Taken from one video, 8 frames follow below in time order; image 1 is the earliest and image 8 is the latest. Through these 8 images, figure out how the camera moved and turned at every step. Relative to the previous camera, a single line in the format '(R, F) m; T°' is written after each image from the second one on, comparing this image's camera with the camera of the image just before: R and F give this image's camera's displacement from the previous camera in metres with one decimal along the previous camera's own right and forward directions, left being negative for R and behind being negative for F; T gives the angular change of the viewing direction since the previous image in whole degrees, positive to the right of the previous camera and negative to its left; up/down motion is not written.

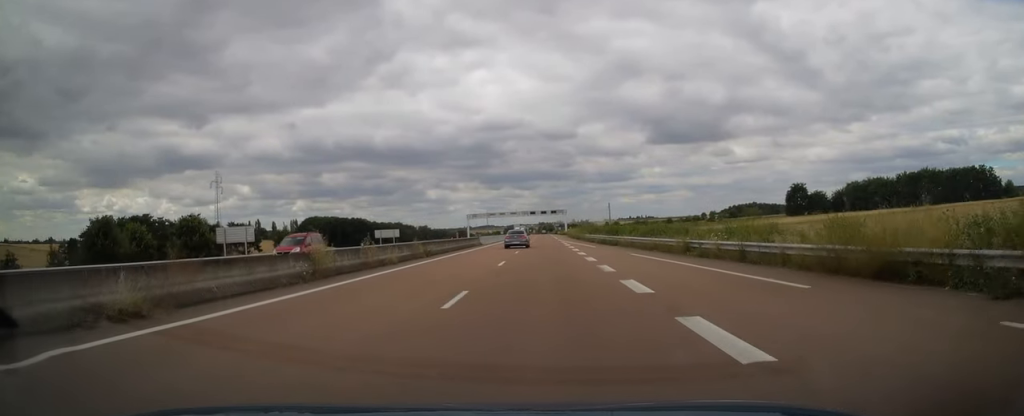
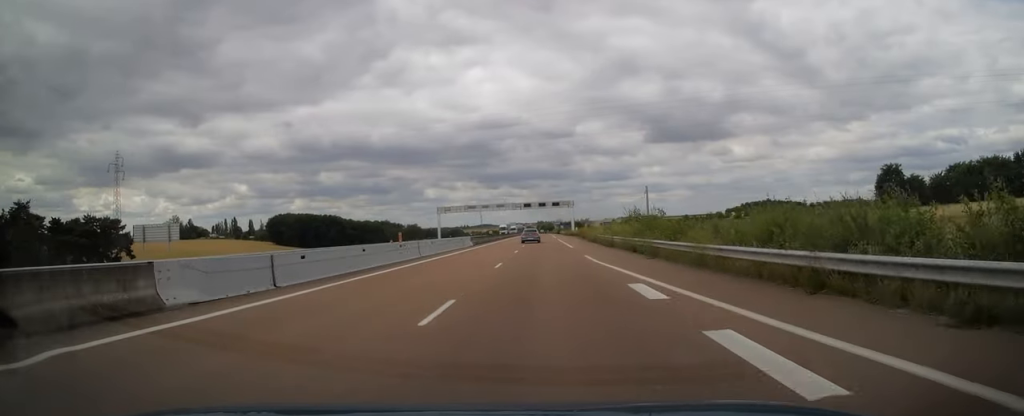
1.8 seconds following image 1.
(-0.4, +53.9) m; 0°
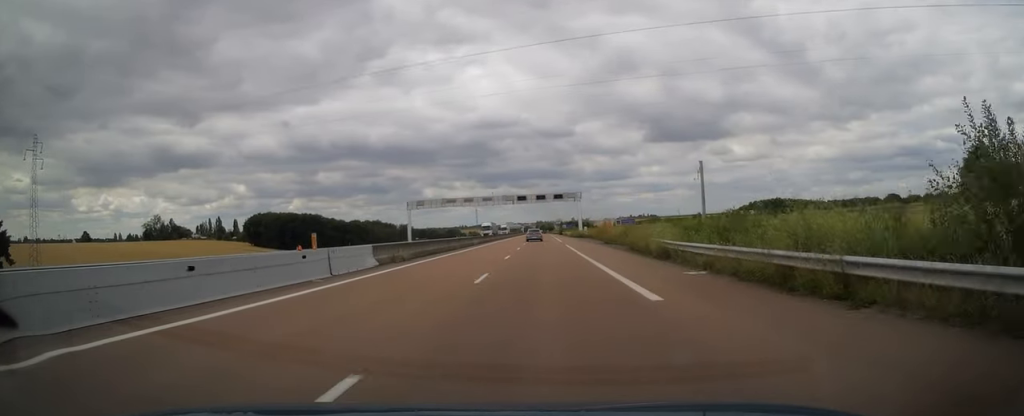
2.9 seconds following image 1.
(+0.3, +31.9) m; +1°
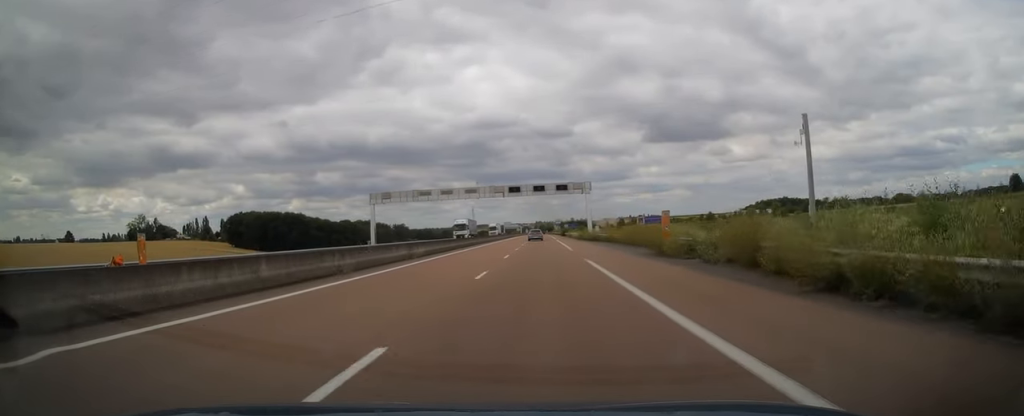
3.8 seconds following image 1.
(0.0, +24.6) m; 0°
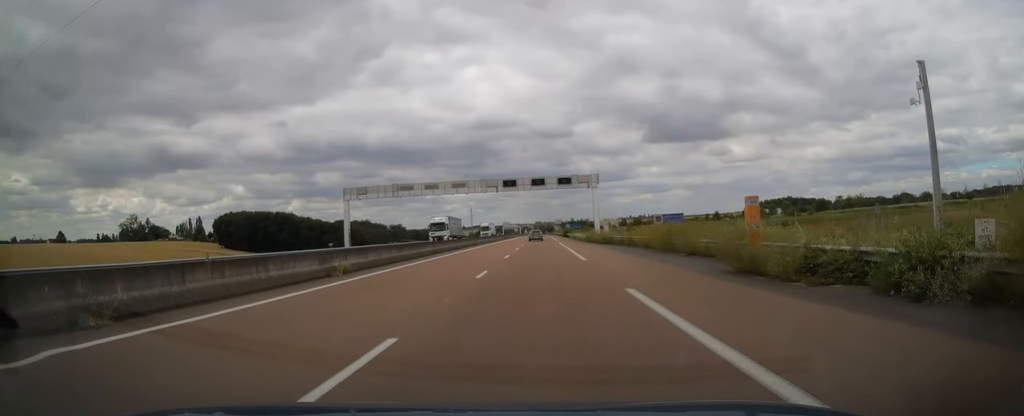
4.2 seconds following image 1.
(0.0, +12.2) m; 0°
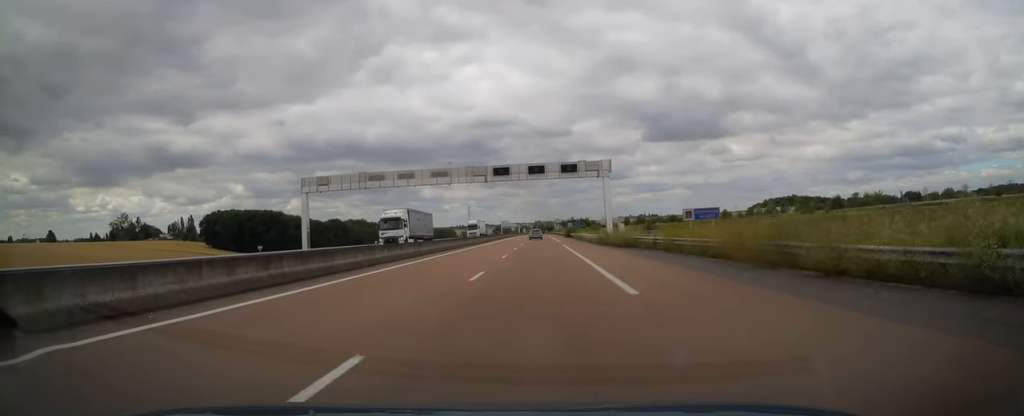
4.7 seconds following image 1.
(0.0, +14.2) m; 0°
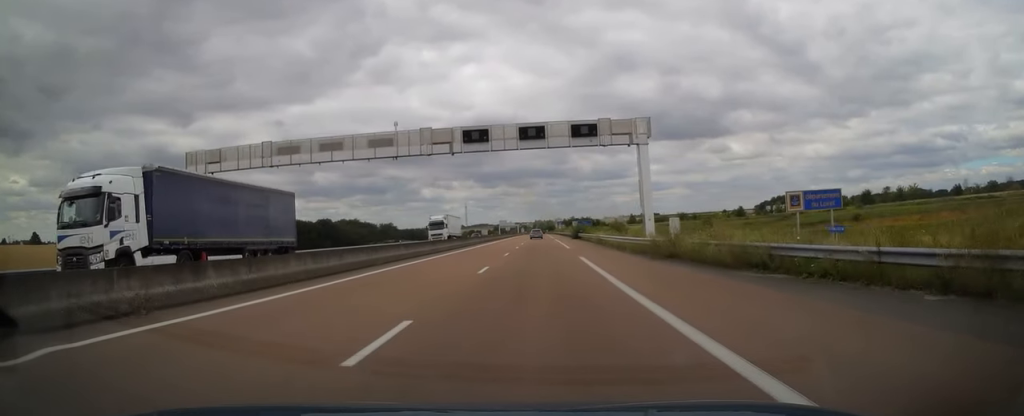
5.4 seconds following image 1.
(-0.3, +23.1) m; 0°
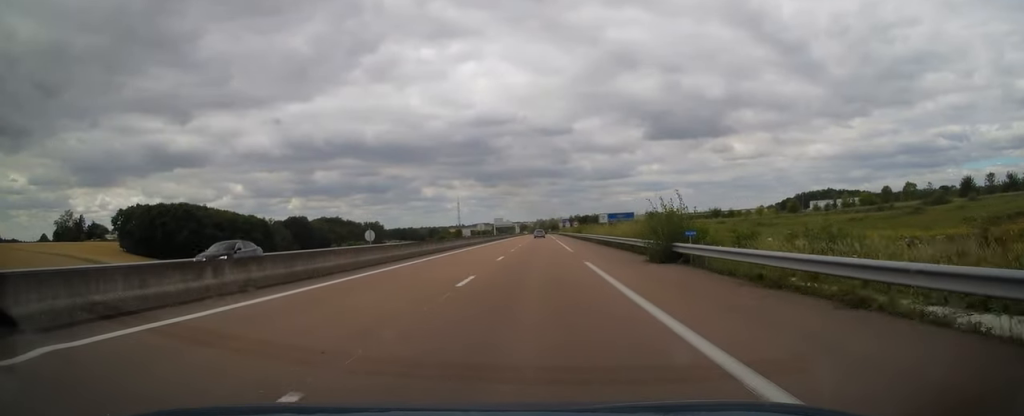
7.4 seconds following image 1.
(+0.8, +56.4) m; +1°
